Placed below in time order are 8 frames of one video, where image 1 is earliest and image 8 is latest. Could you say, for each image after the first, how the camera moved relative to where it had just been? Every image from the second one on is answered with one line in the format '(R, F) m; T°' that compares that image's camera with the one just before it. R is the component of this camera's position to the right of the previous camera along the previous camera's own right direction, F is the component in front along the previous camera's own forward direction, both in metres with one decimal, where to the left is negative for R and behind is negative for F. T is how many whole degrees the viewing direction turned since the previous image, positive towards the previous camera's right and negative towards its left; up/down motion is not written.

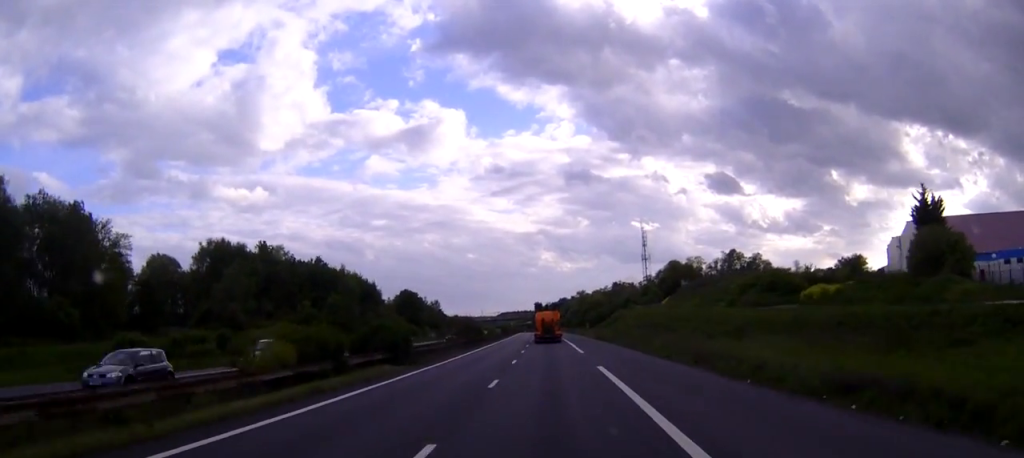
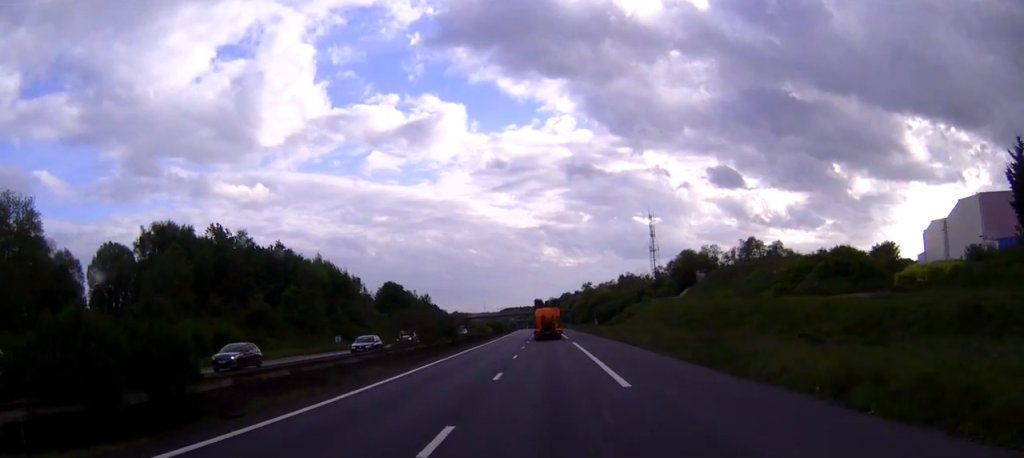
(0.0, +24.2) m; 0°
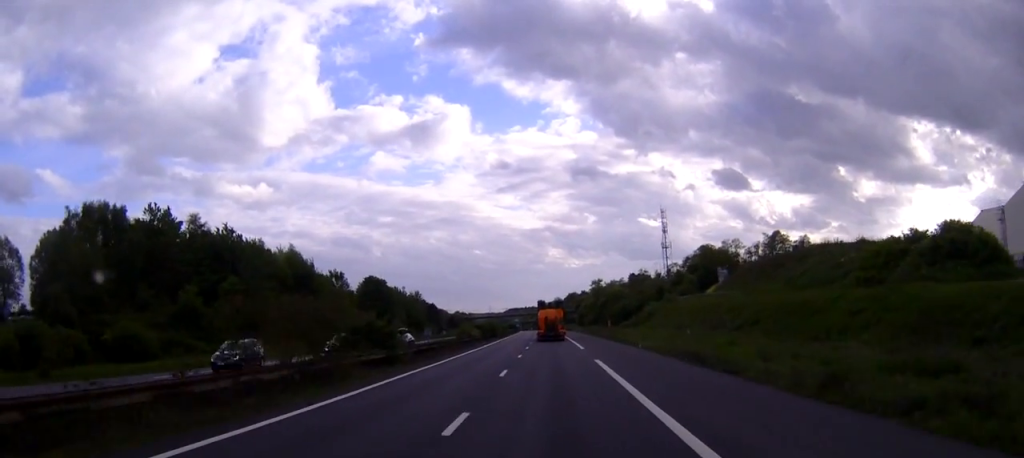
(-0.1, +24.2) m; 0°
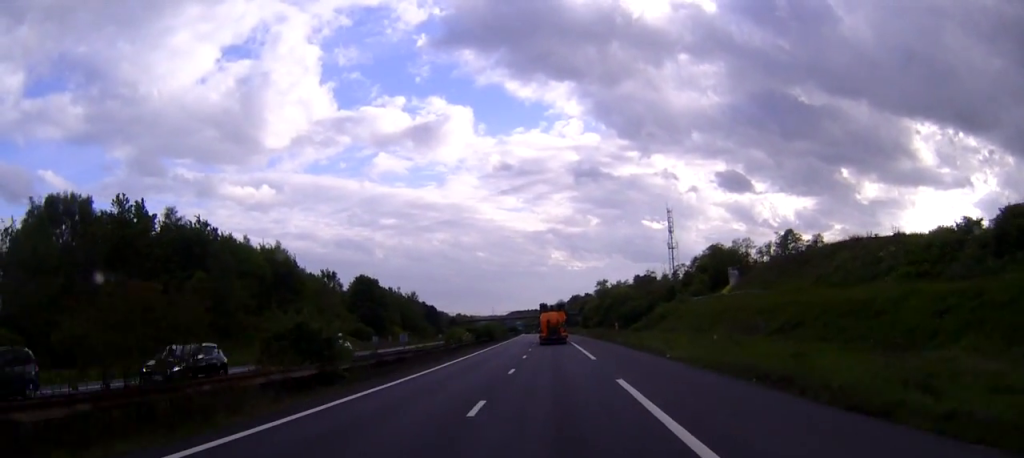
(0.0, +10.0) m; 0°
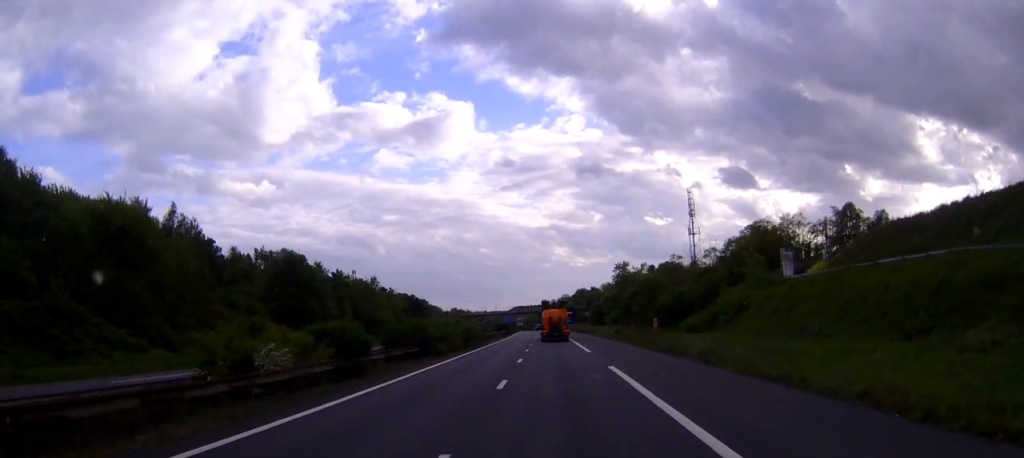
(-0.3, +46.7) m; 0°
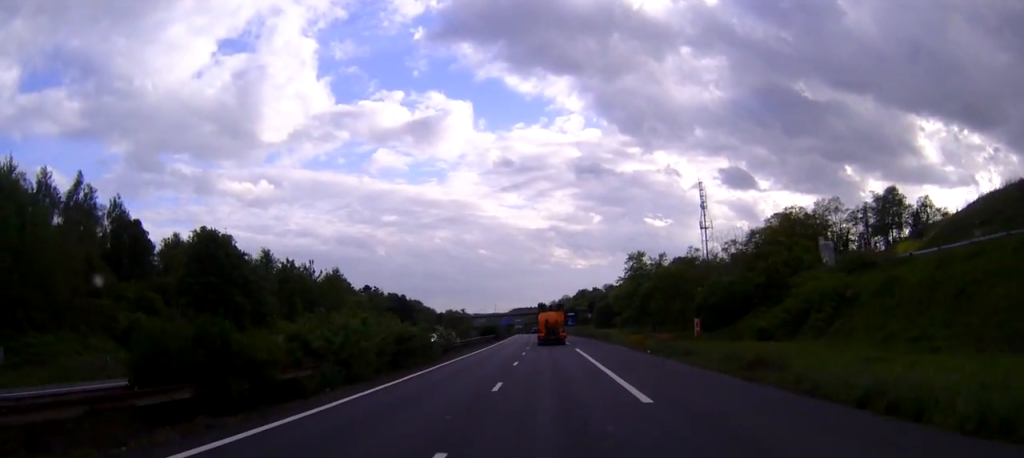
(0.0, +25.7) m; 0°
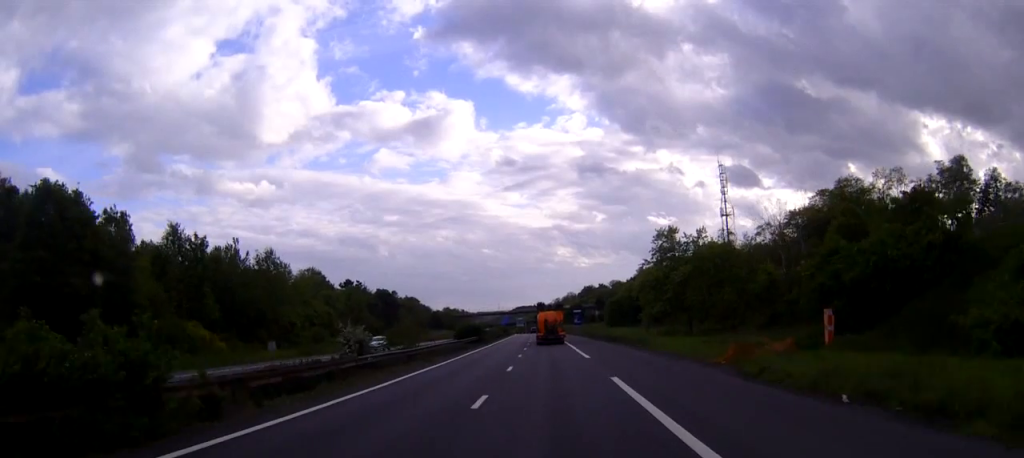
(0.0, +30.6) m; 0°
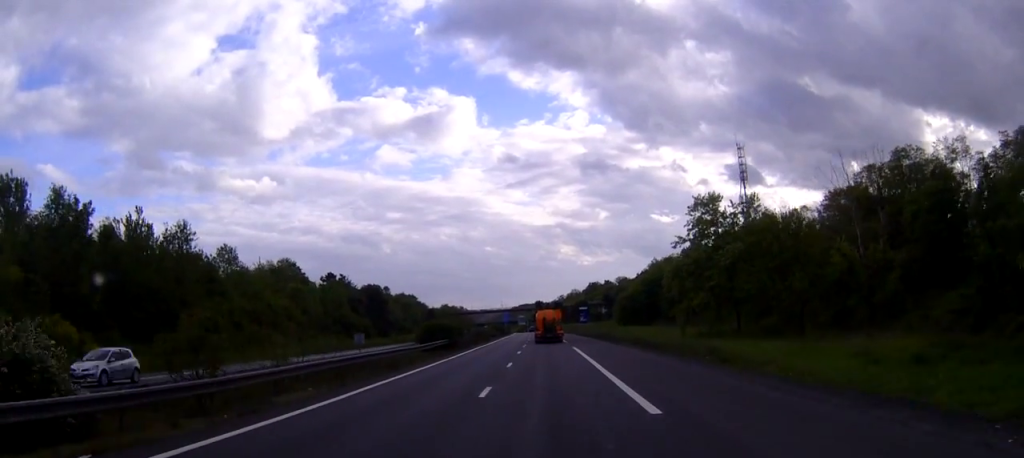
(-0.1, +23.9) m; 0°
